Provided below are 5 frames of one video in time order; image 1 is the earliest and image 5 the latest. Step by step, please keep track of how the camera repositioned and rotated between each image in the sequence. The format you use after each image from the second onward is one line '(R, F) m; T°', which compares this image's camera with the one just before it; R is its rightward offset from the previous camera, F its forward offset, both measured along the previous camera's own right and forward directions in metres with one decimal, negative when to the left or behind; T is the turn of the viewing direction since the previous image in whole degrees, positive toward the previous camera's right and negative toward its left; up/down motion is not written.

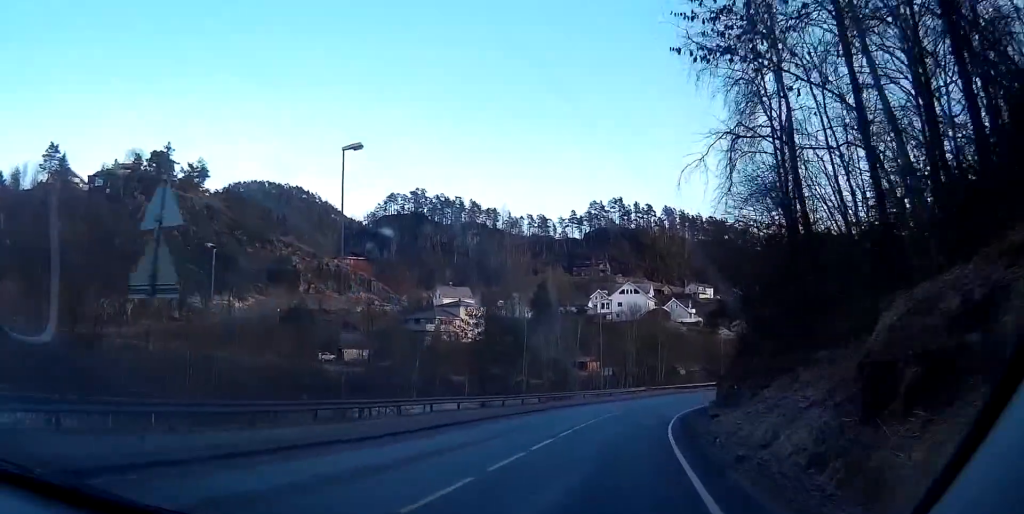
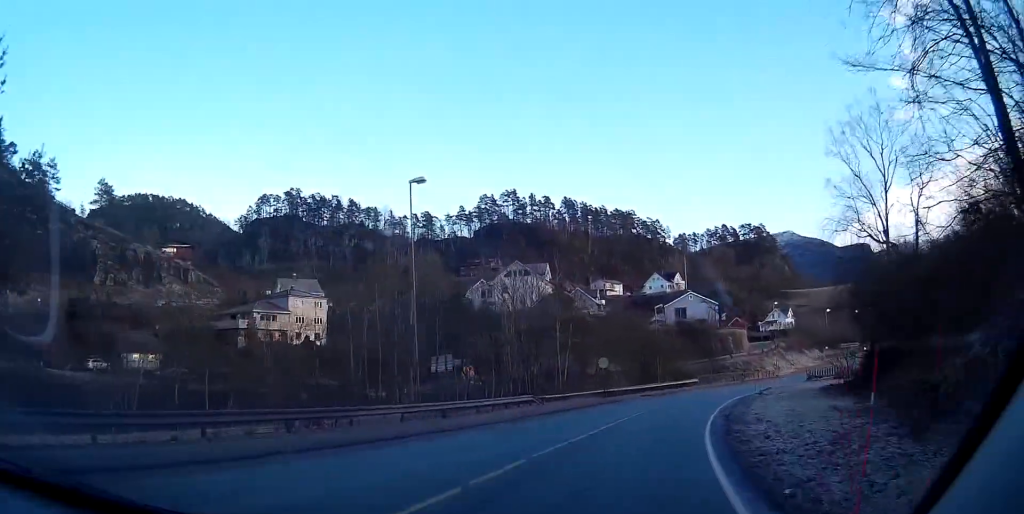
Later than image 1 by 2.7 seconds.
(0.0, +41.7) m; +3°
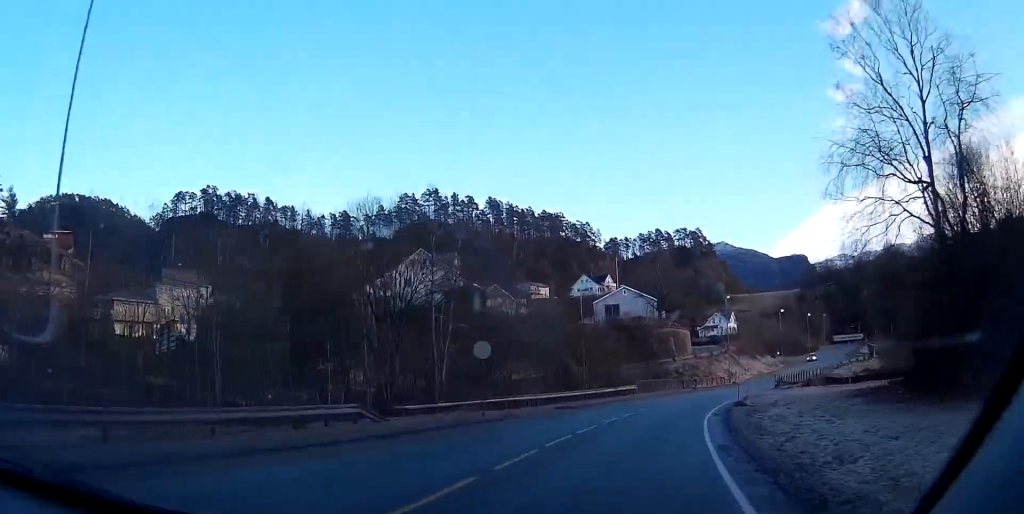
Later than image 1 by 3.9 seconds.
(+0.6, +19.1) m; +7°
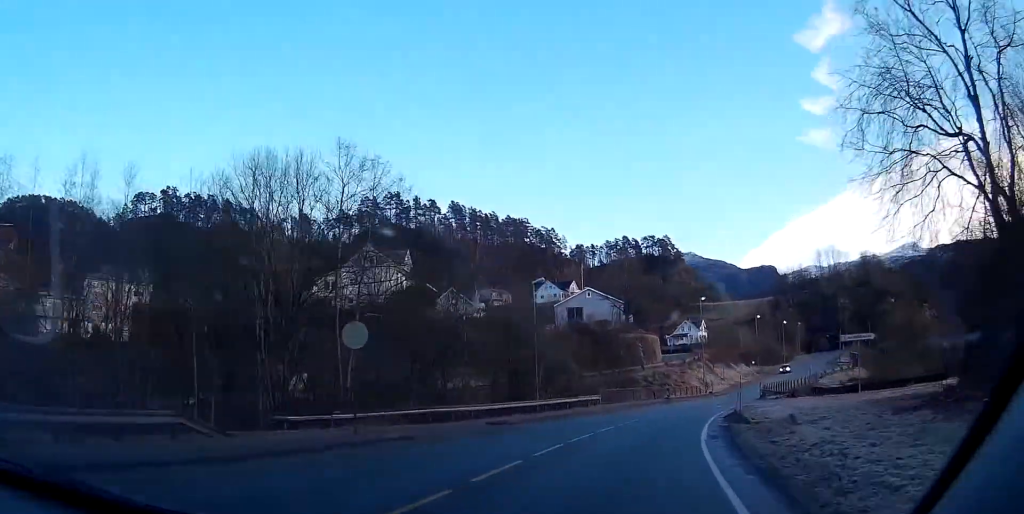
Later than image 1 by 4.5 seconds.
(+0.5, +9.1) m; +5°
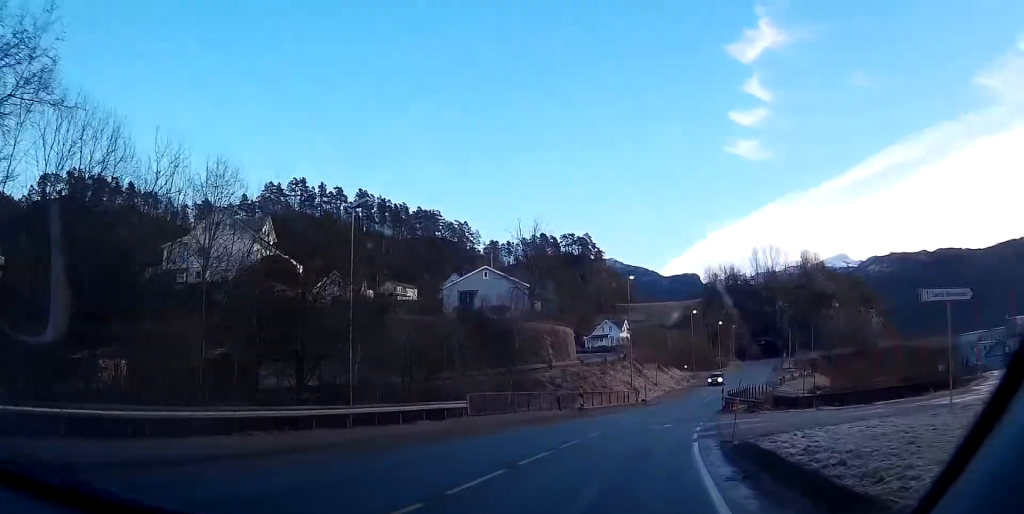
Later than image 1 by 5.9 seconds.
(+2.0, +21.0) m; +10°
